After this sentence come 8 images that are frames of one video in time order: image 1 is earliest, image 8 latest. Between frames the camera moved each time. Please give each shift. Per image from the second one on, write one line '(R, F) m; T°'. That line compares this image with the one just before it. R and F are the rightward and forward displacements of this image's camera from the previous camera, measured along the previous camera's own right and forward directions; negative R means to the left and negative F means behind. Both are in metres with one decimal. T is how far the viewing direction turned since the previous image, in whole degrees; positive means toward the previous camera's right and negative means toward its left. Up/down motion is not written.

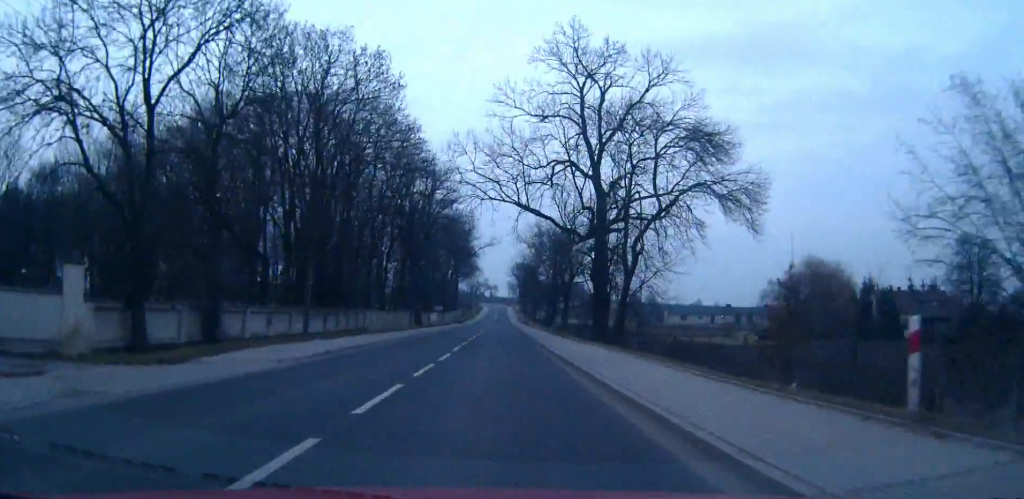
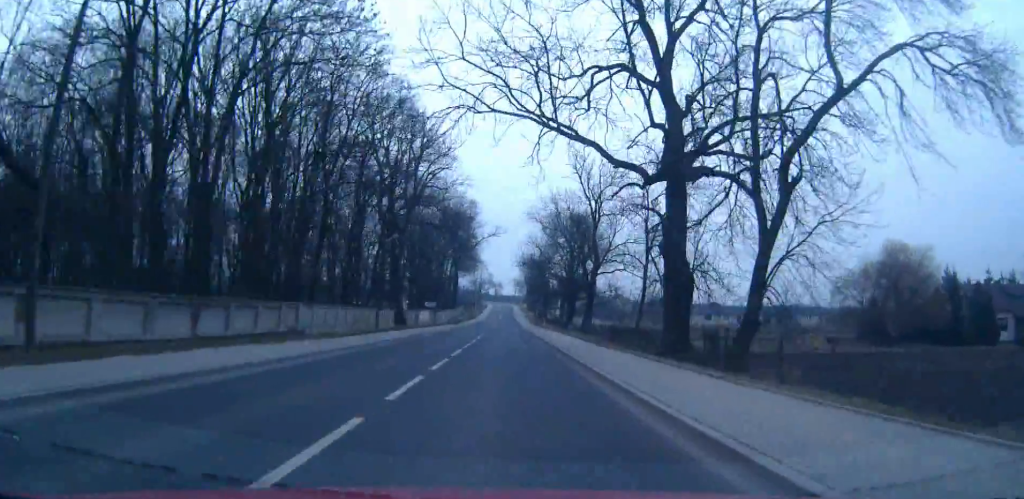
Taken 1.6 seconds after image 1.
(-0.1, +22.3) m; -1°
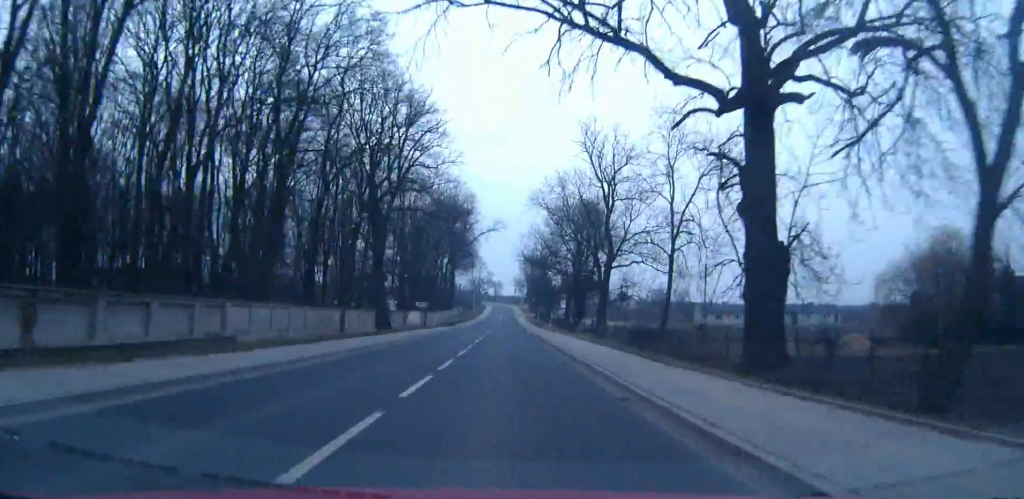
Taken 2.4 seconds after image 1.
(0.0, +11.2) m; -1°
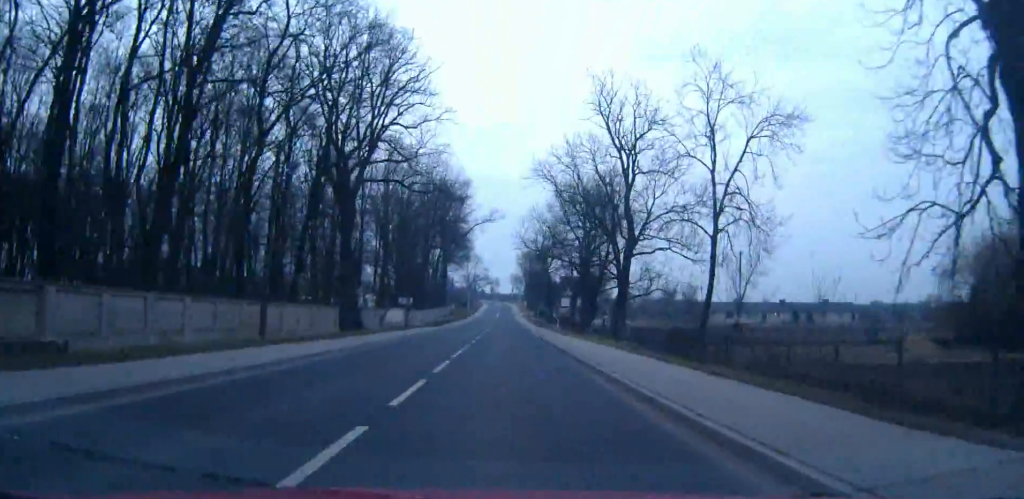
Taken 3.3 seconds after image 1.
(-0.1, +13.1) m; 0°
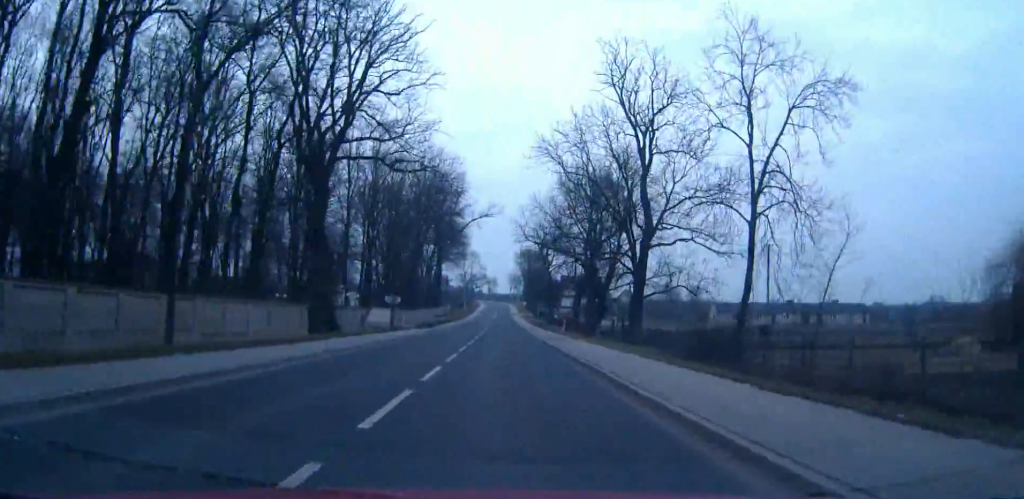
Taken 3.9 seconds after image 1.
(+0.1, +7.9) m; +1°
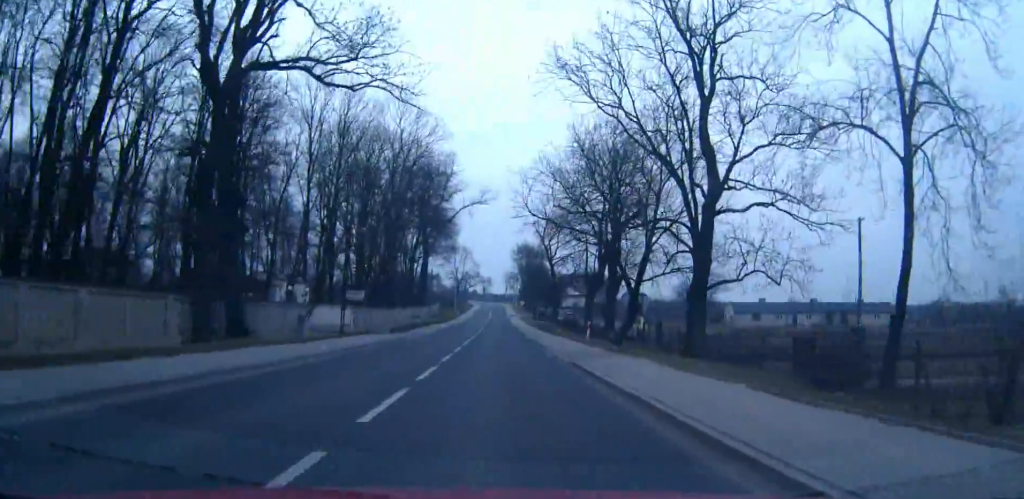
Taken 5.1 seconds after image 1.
(+0.1, +17.0) m; +1°
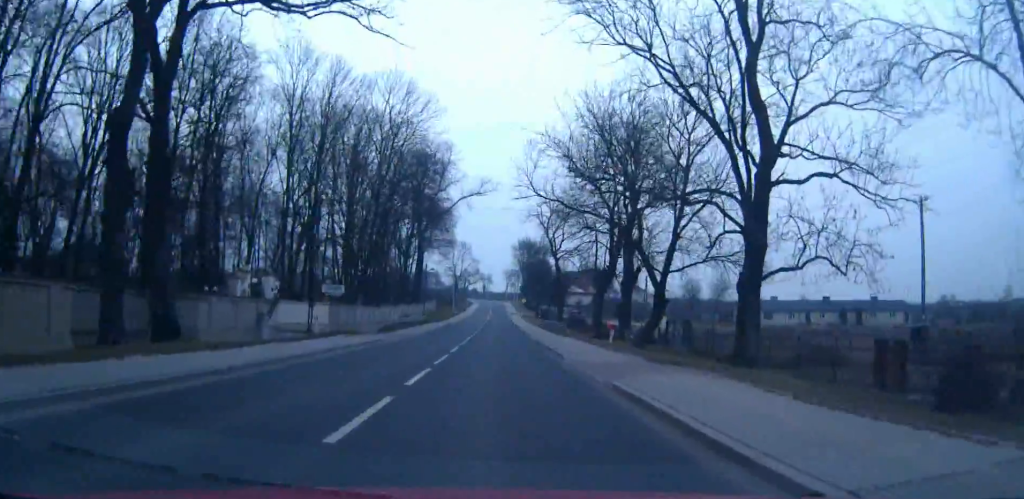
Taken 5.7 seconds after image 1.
(0.0, +7.3) m; 0°
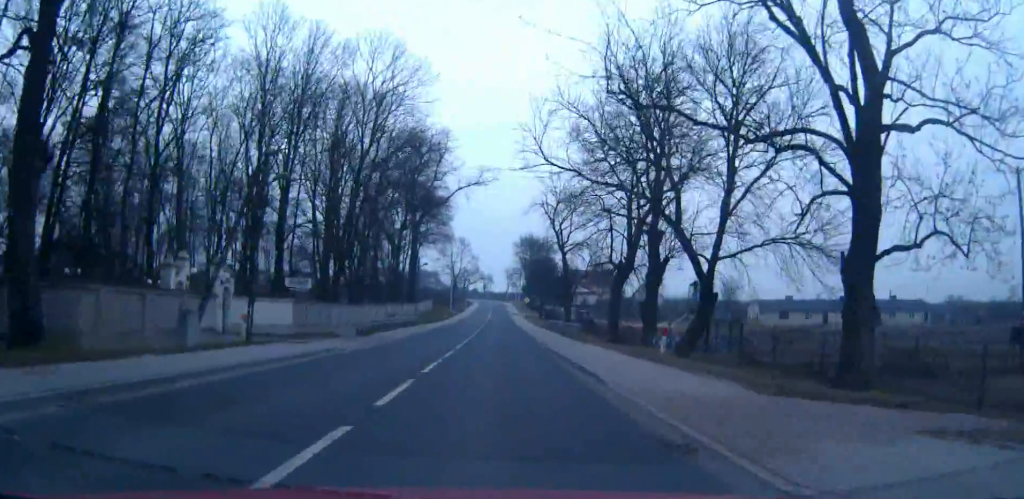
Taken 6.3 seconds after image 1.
(0.0, +8.8) m; 0°
